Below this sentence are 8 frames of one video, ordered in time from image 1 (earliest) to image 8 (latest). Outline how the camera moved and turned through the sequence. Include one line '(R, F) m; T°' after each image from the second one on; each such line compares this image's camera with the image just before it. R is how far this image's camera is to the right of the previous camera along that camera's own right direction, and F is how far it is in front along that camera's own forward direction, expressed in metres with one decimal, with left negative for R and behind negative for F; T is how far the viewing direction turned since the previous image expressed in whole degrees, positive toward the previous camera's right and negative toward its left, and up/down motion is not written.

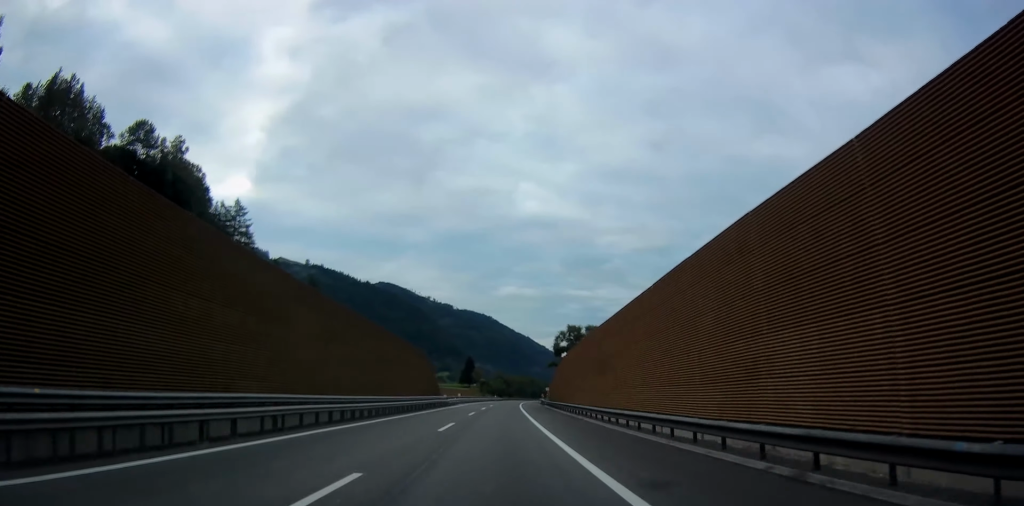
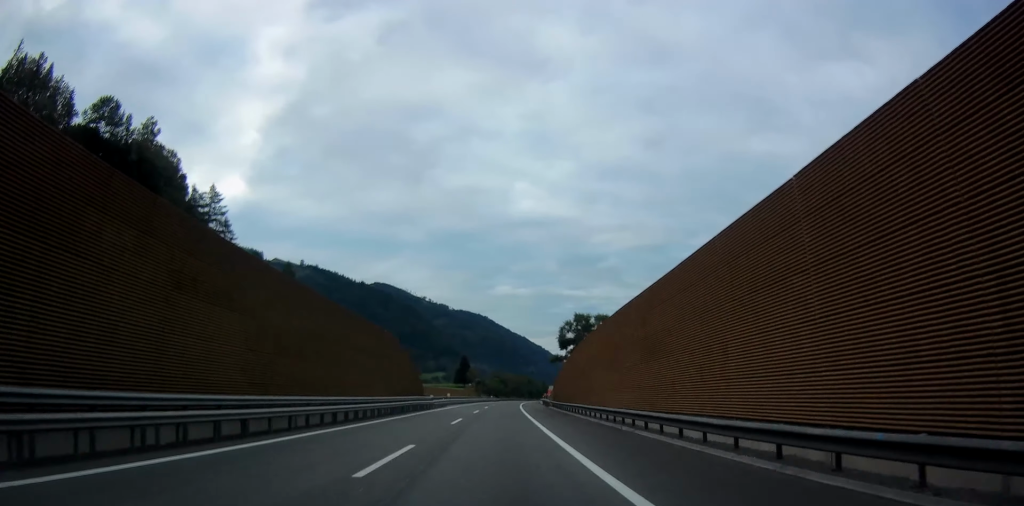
(0.0, +11.9) m; 0°
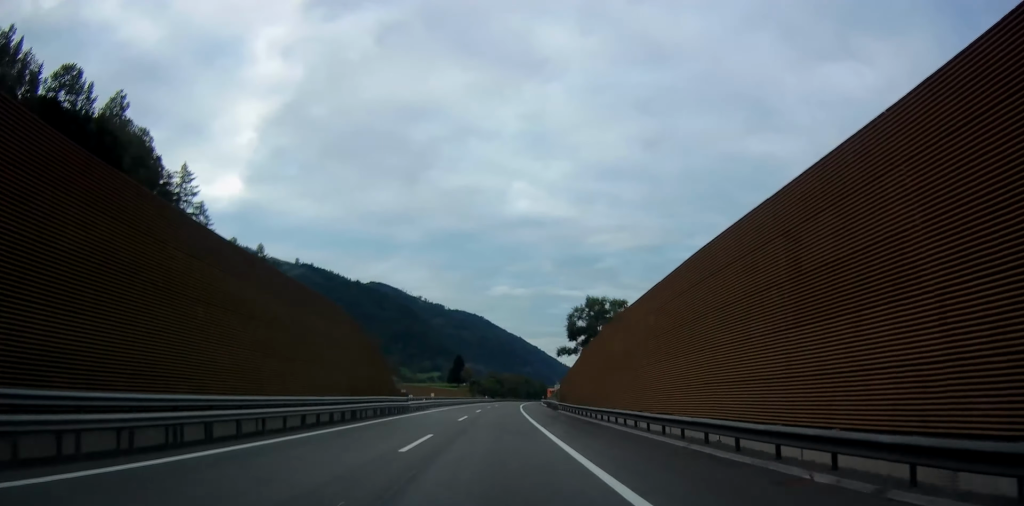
(0.0, +13.6) m; 0°
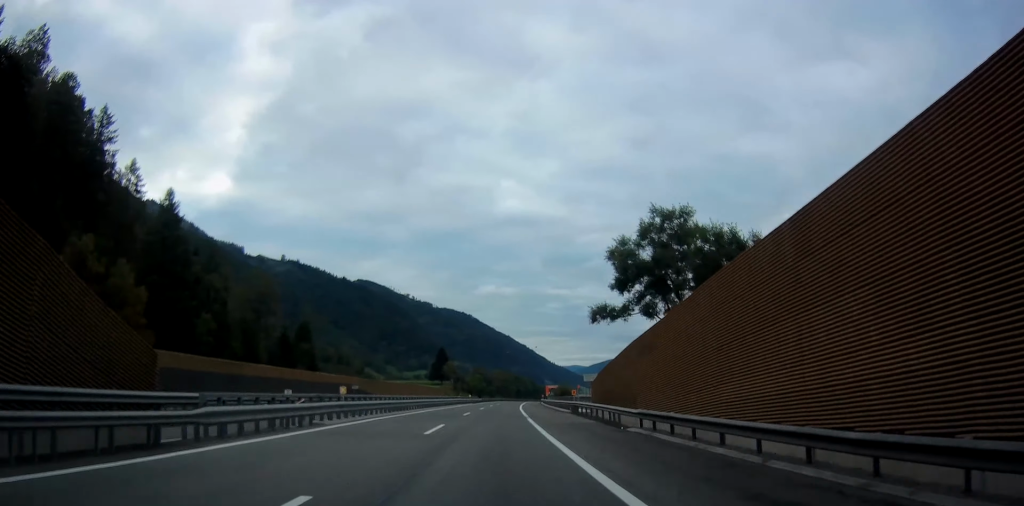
(+0.4, +31.5) m; +1°
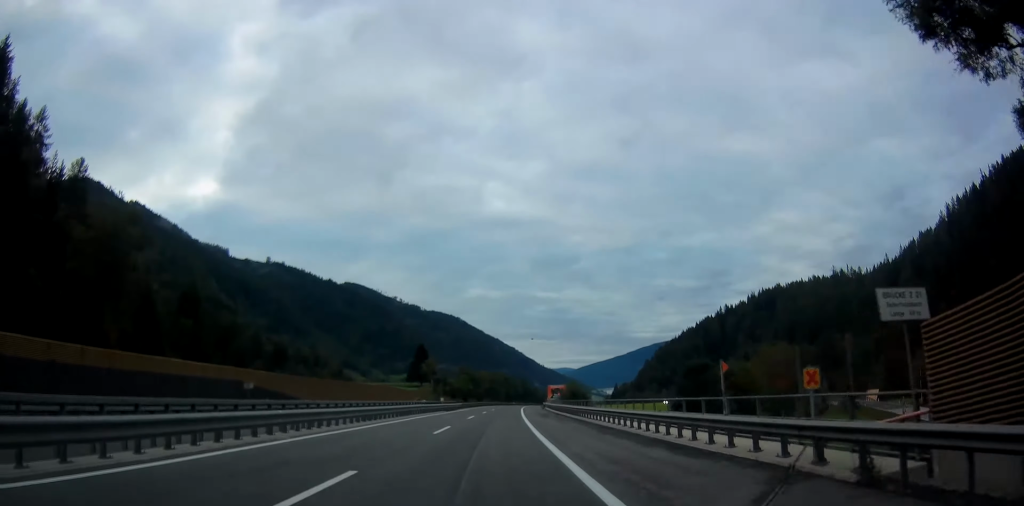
(+0.2, +32.8) m; +1°
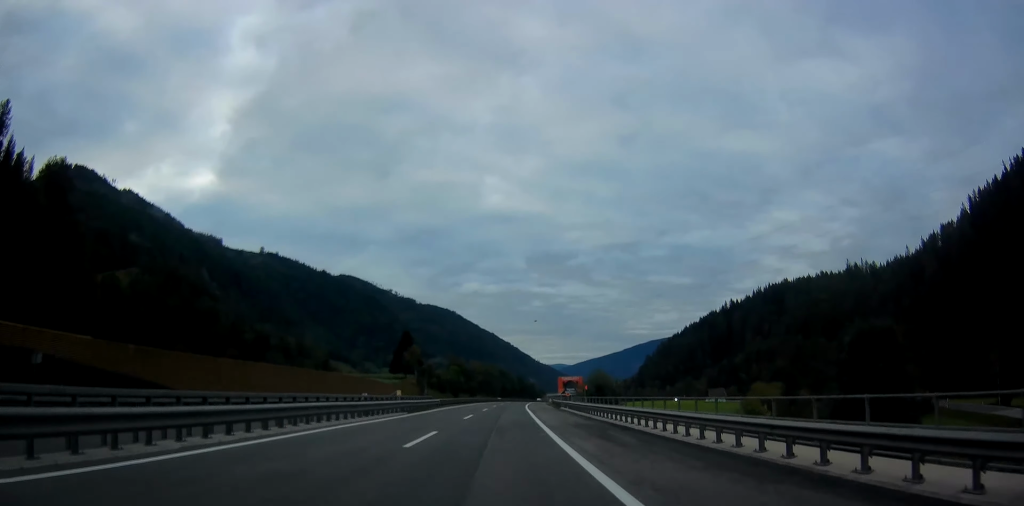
(0.0, +25.9) m; +2°
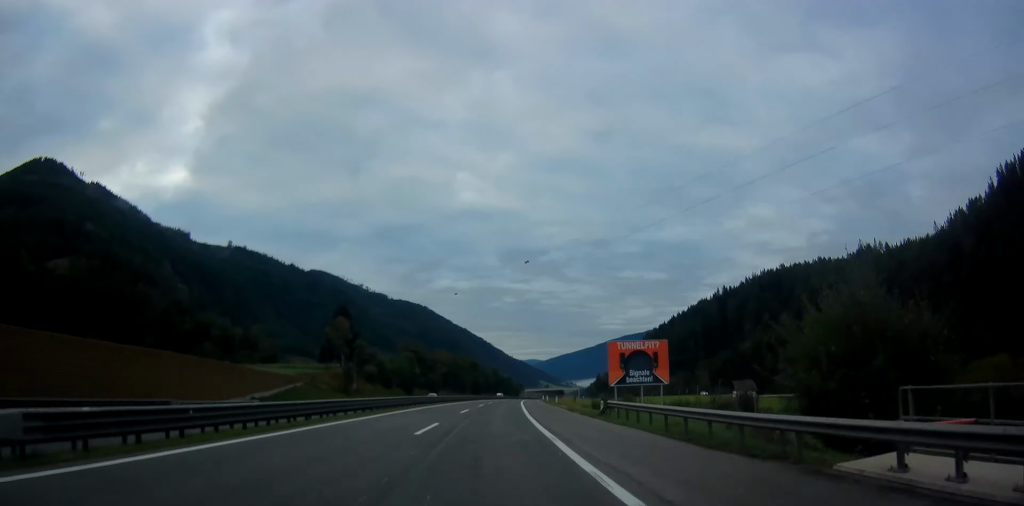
(+0.9, +51.7) m; +1°
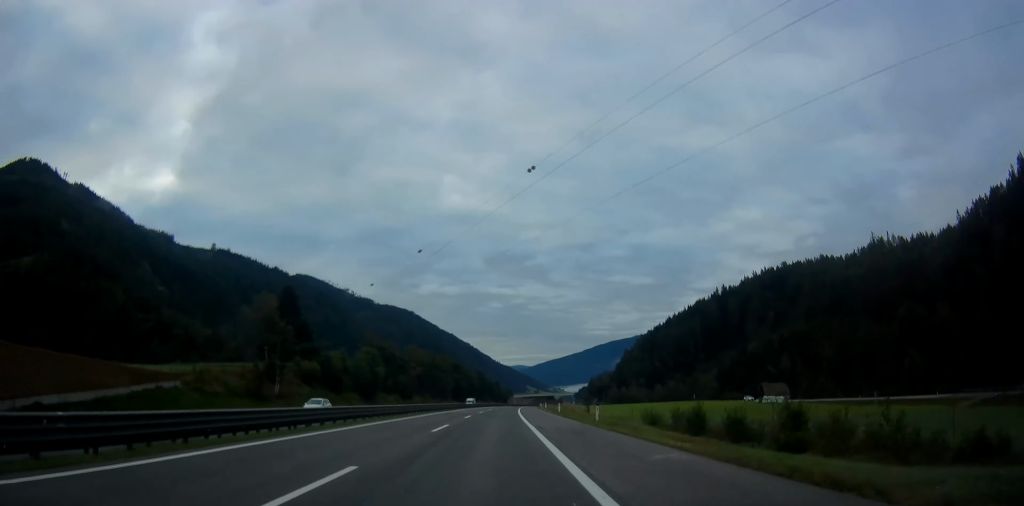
(+0.1, +31.8) m; +1°
